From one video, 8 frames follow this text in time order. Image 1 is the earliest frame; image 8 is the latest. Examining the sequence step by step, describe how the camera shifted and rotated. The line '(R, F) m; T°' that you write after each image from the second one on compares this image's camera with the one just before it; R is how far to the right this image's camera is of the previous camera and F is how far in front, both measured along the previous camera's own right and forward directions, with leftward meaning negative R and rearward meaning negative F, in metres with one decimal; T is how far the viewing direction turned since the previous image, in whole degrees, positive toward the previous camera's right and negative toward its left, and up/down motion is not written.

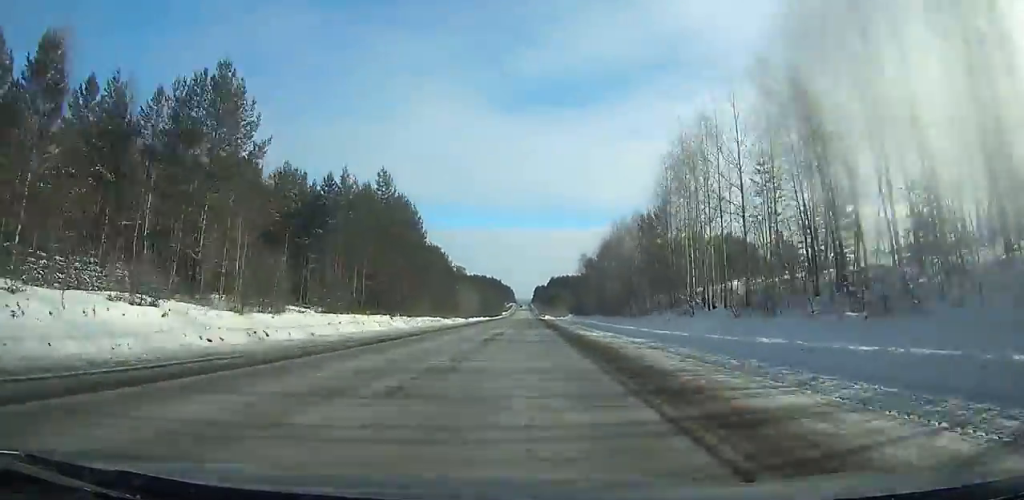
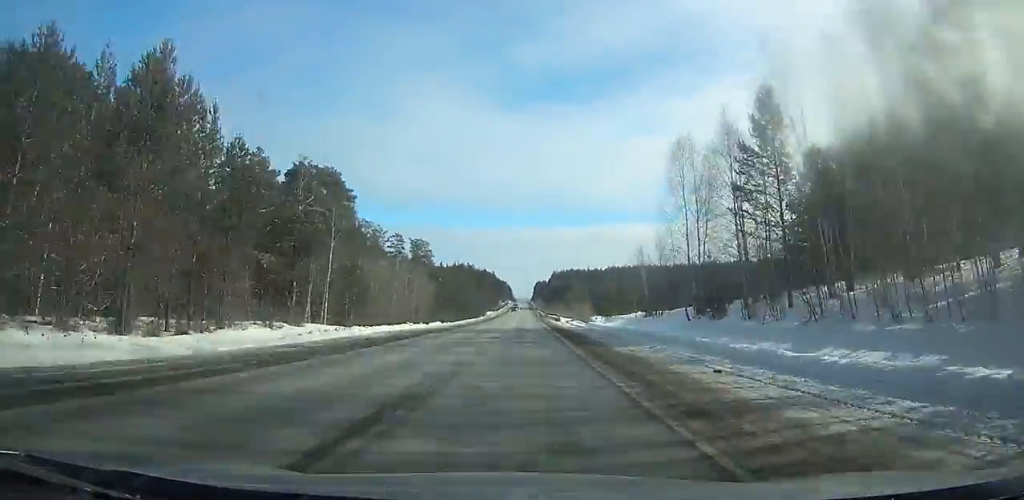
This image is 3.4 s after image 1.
(+0.1, +88.9) m; 0°
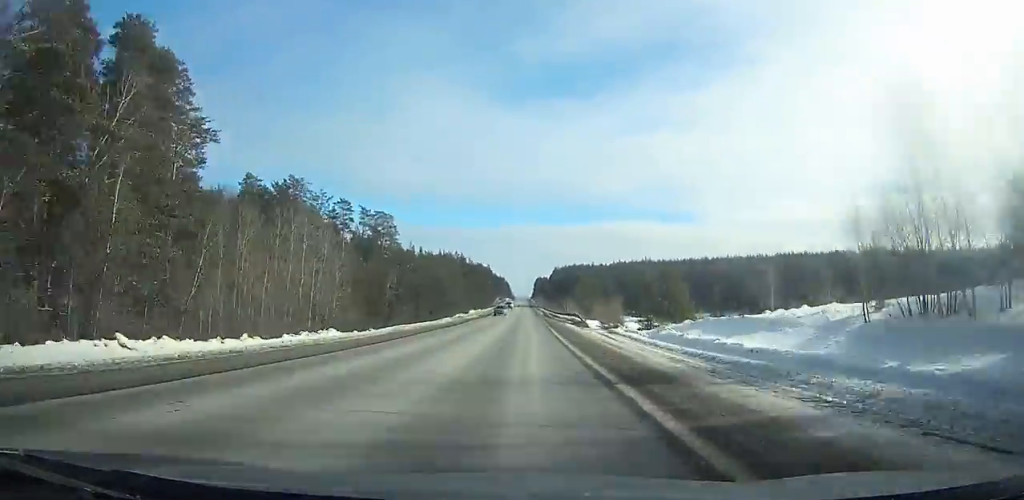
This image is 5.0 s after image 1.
(0.0, +42.2) m; 0°
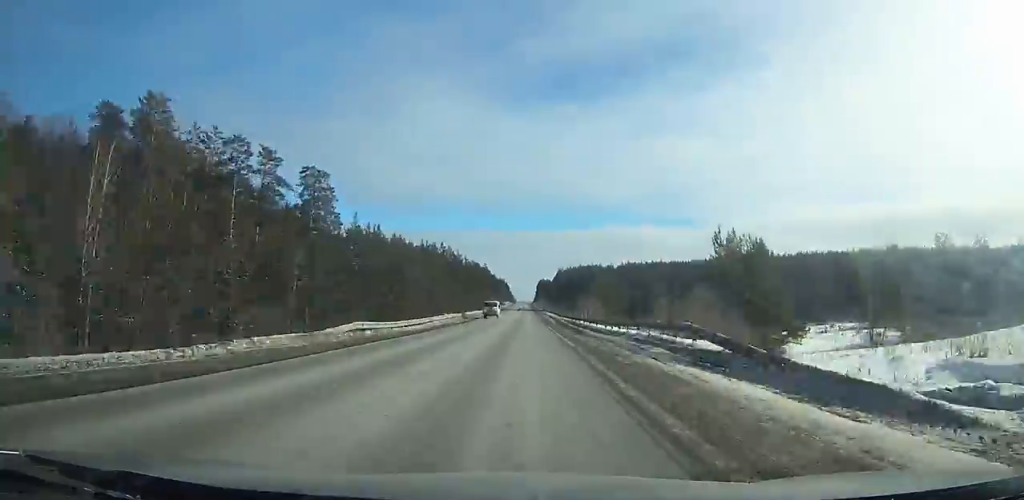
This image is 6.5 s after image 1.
(0.0, +39.6) m; 0°
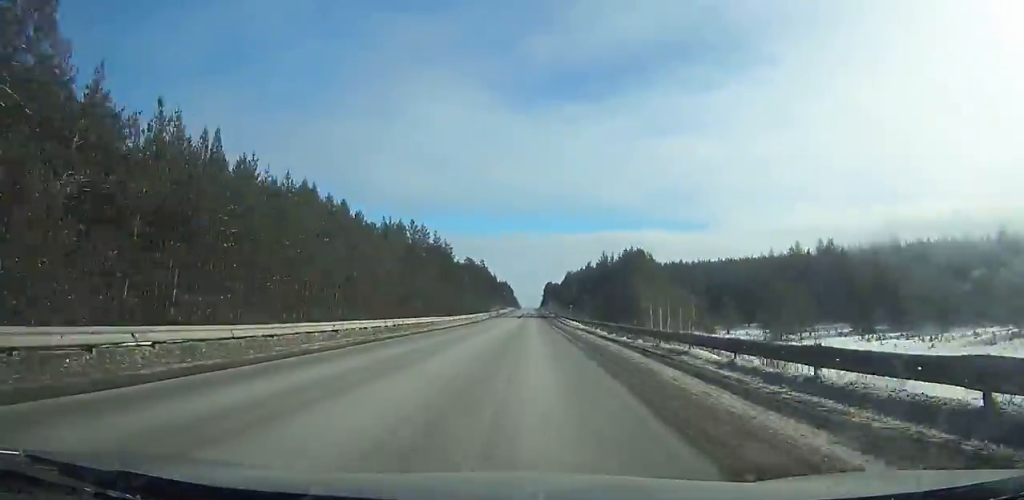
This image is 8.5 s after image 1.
(-0.1, +52.7) m; 0°
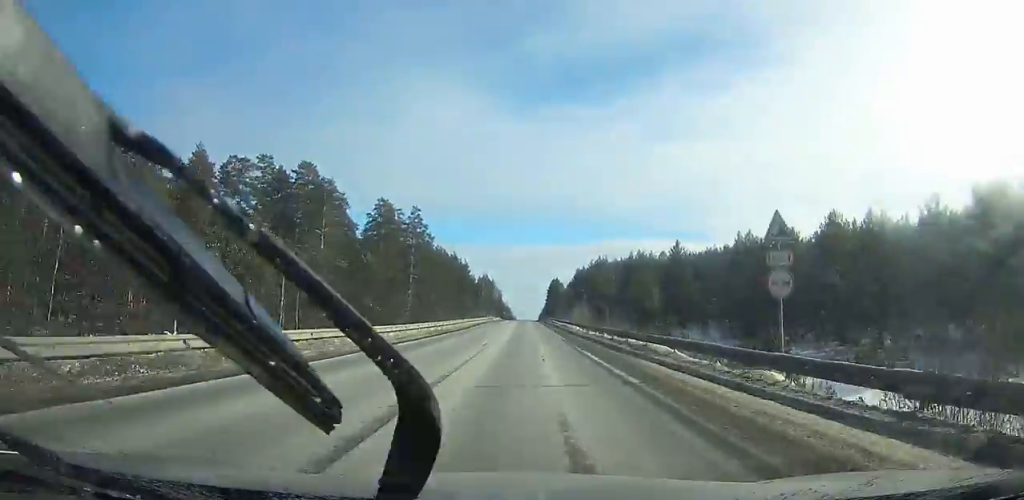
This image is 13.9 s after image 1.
(-0.7, +141.0) m; 0°
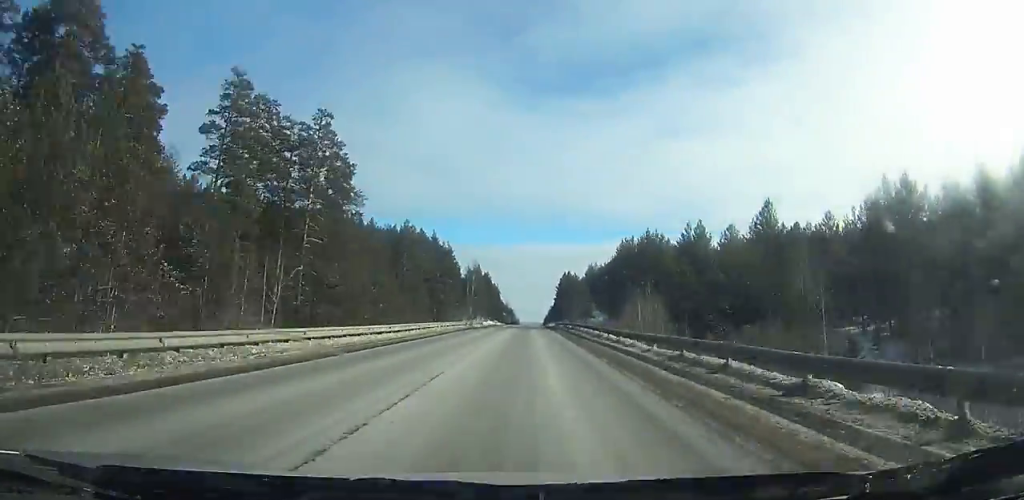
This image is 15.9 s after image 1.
(0.0, +51.6) m; 0°
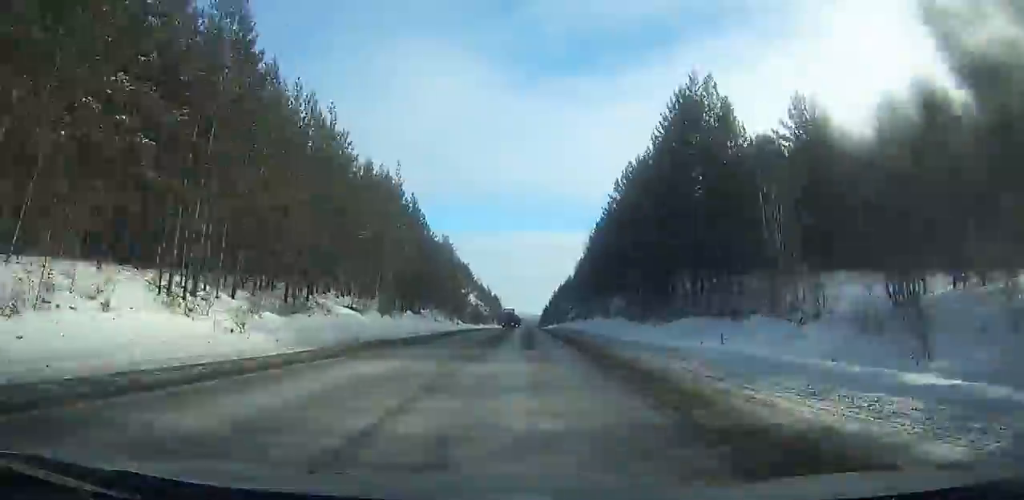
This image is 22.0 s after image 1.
(-0.1, +154.3) m; 0°
